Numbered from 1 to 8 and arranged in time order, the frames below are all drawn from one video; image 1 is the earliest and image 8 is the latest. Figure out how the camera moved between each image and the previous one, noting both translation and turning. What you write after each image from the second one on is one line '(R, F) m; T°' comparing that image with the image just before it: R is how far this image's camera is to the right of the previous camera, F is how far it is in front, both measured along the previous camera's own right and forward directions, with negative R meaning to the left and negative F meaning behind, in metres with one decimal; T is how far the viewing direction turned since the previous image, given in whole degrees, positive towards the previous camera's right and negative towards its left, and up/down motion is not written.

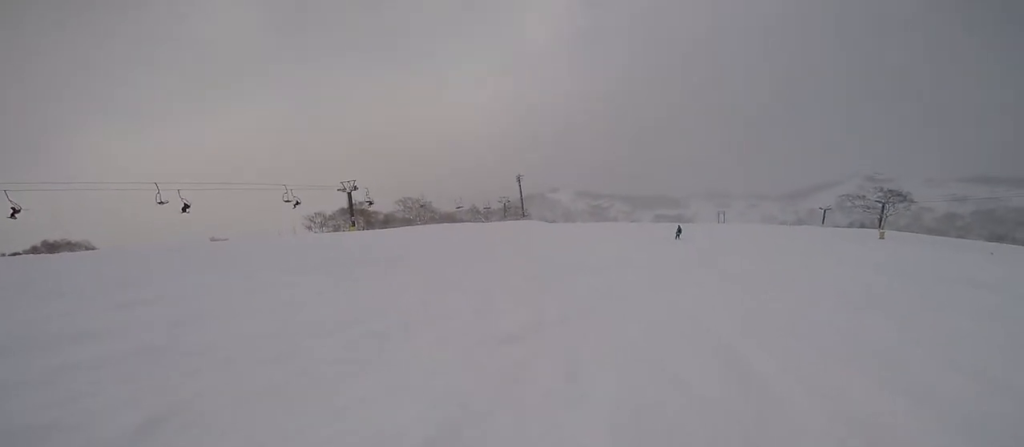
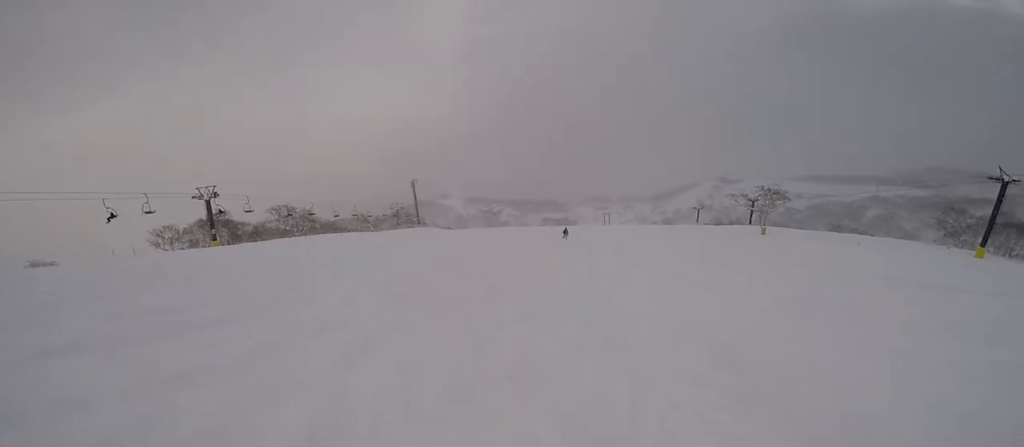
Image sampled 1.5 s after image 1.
(+0.8, +6.6) m; +20°
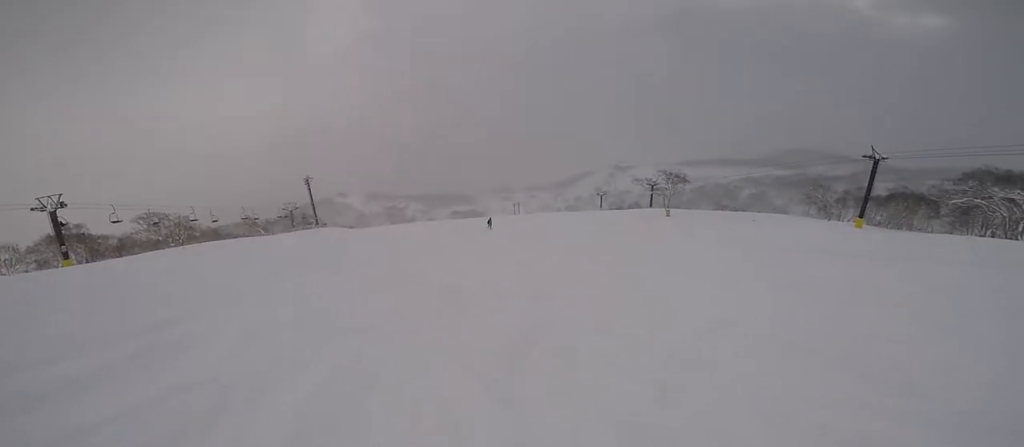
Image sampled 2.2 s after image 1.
(+0.2, +2.1) m; +18°
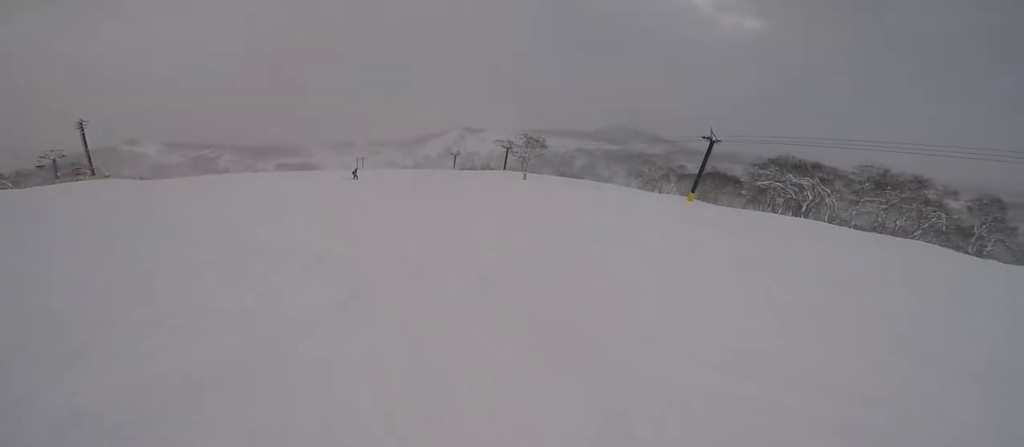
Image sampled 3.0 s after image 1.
(+1.7, +3.0) m; +26°
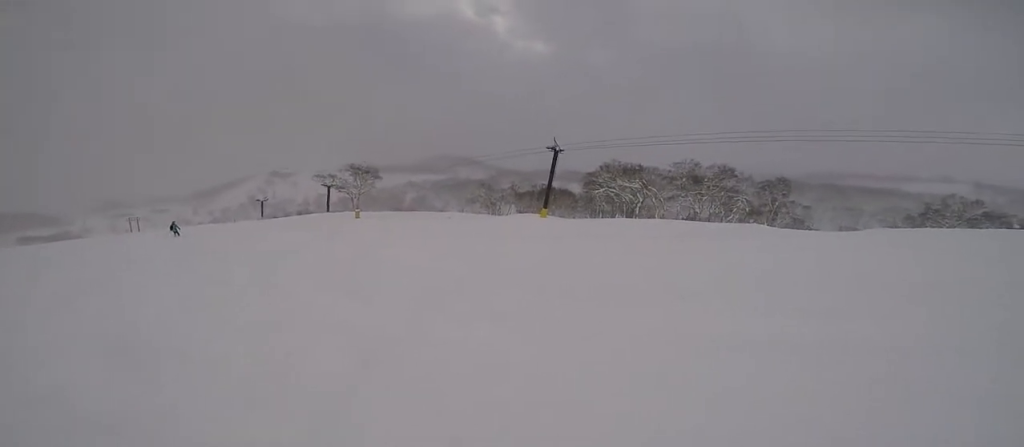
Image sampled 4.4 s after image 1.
(+0.4, +7.0) m; +23°
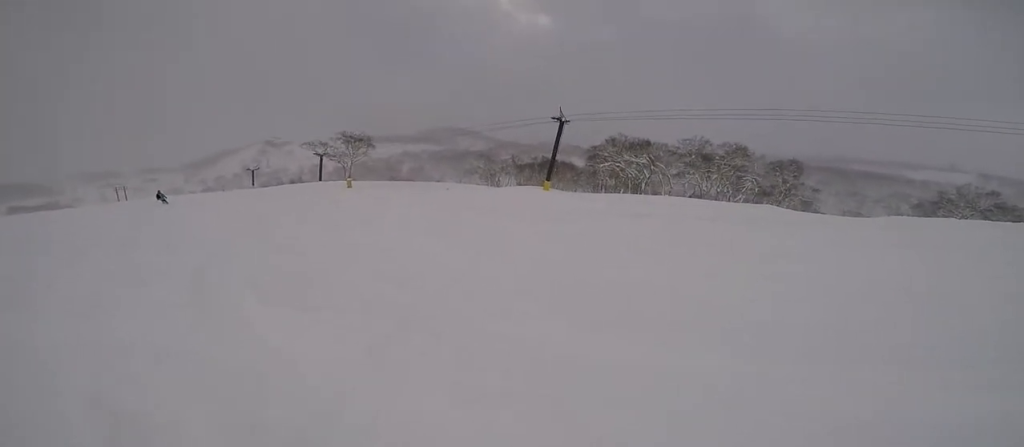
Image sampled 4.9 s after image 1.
(-0.1, +2.2) m; +12°
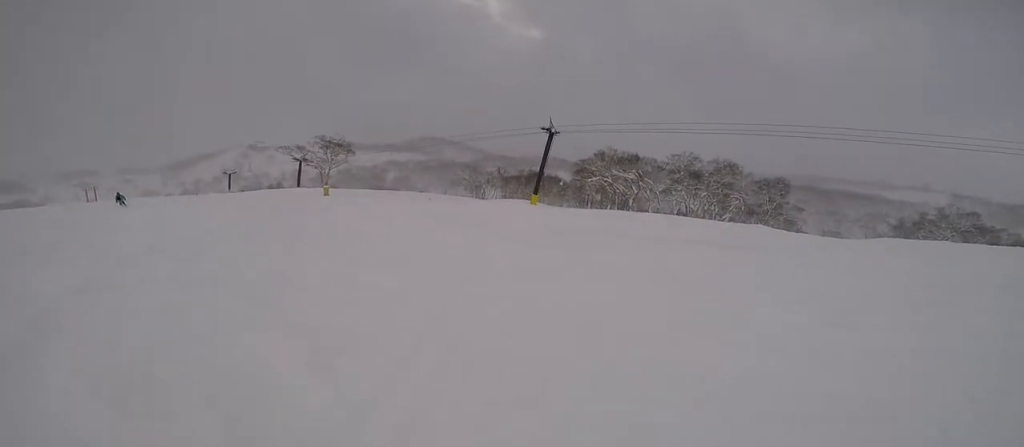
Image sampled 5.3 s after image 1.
(+0.6, +2.2) m; -5°
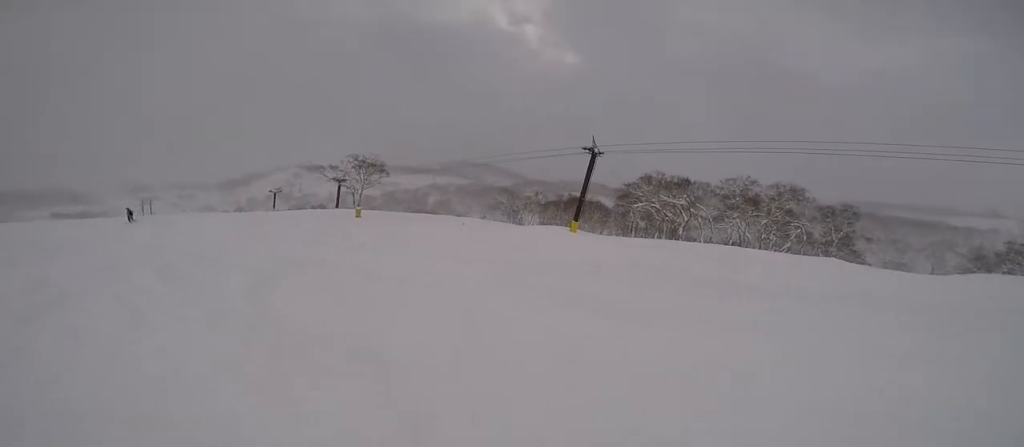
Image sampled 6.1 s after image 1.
(+0.2, +3.7) m; -18°
